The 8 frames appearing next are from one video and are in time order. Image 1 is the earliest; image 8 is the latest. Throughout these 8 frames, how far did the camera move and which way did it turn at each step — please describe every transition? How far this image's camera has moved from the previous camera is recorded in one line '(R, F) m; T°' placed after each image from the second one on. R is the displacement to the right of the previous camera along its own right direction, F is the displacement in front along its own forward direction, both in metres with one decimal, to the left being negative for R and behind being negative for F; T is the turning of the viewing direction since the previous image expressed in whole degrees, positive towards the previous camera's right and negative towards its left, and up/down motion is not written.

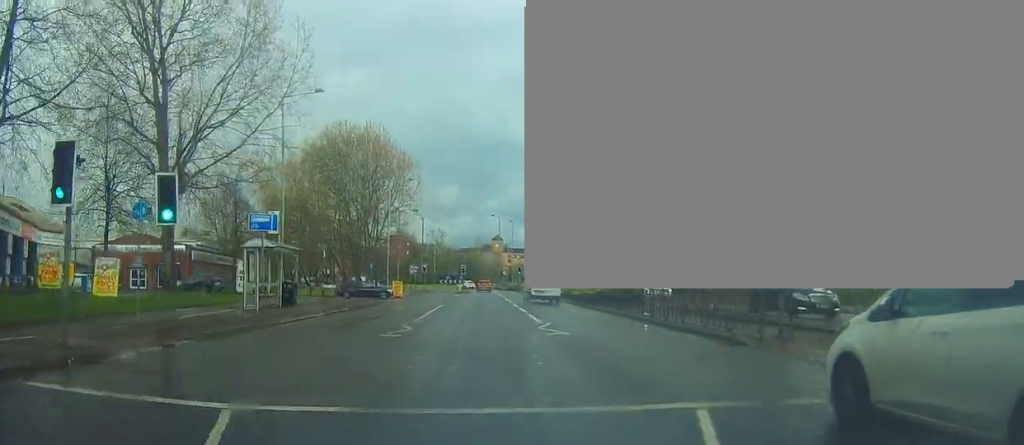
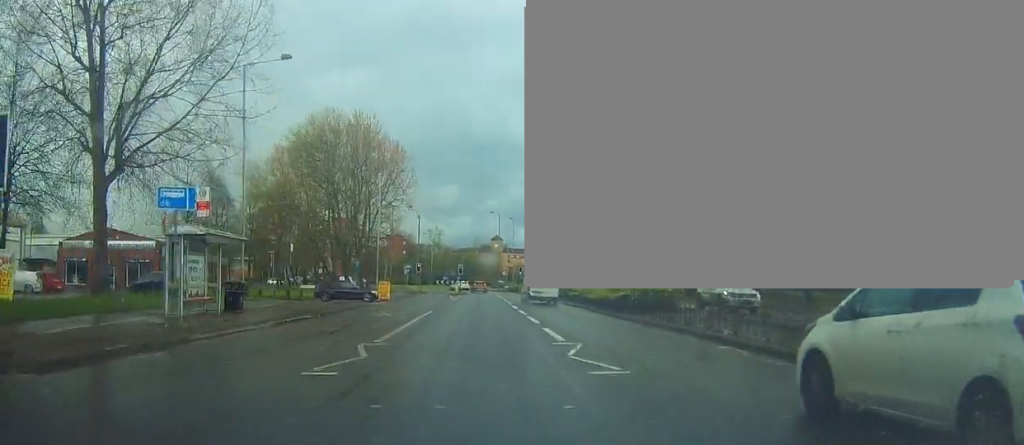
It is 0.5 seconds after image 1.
(0.0, +6.7) m; +1°
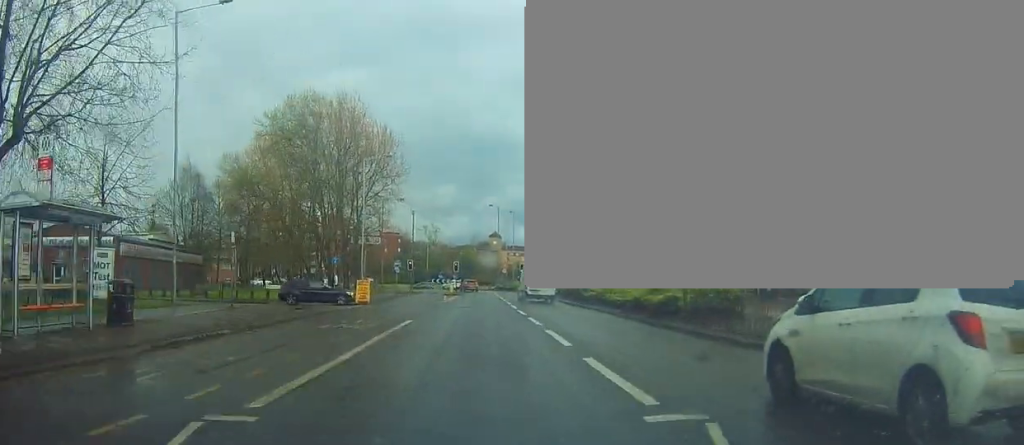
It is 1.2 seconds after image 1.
(-0.1, +7.9) m; +1°
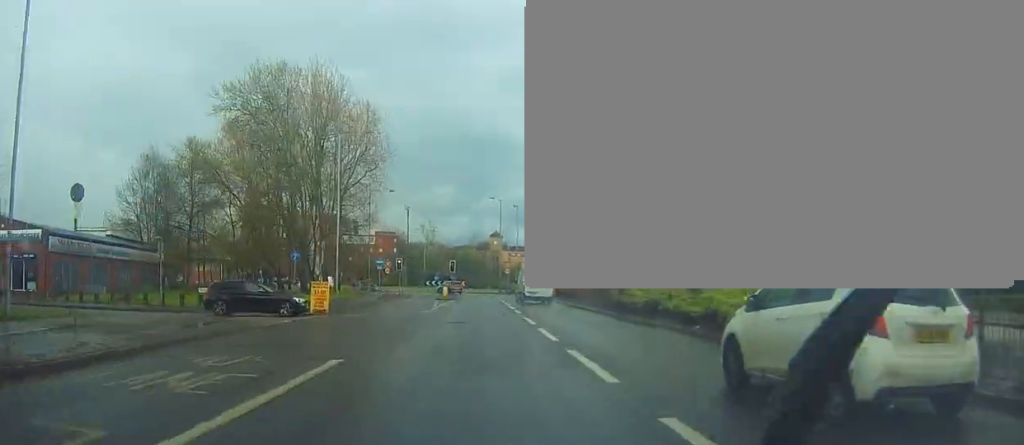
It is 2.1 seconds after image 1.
(+0.3, +11.0) m; 0°
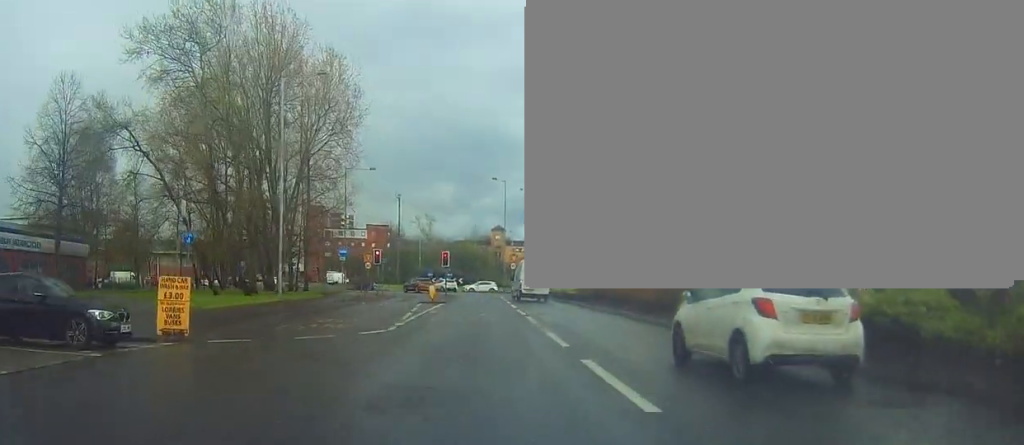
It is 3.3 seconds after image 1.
(-0.3, +14.9) m; -2°
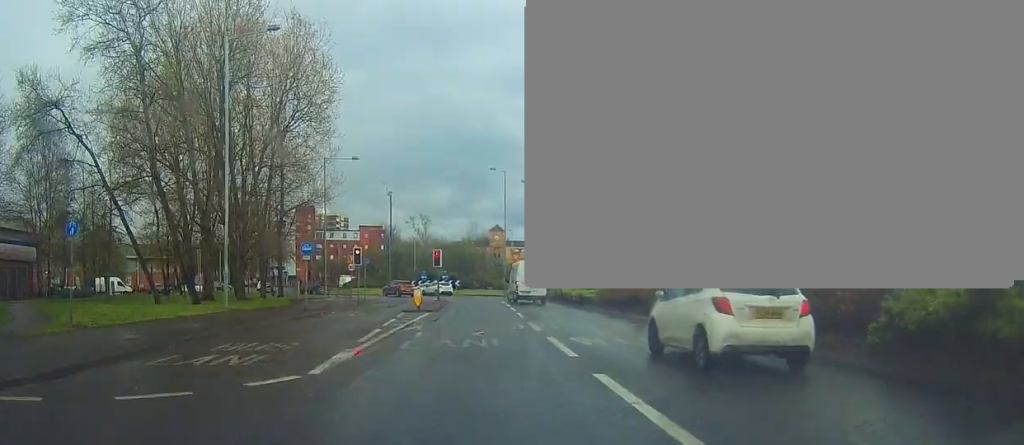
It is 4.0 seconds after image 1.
(0.0, +7.9) m; -1°
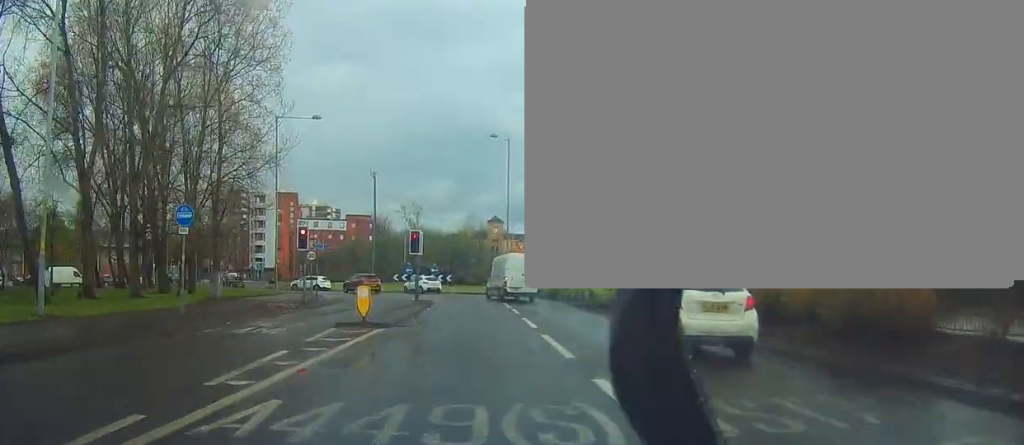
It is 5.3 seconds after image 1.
(-0.3, +13.7) m; 0°
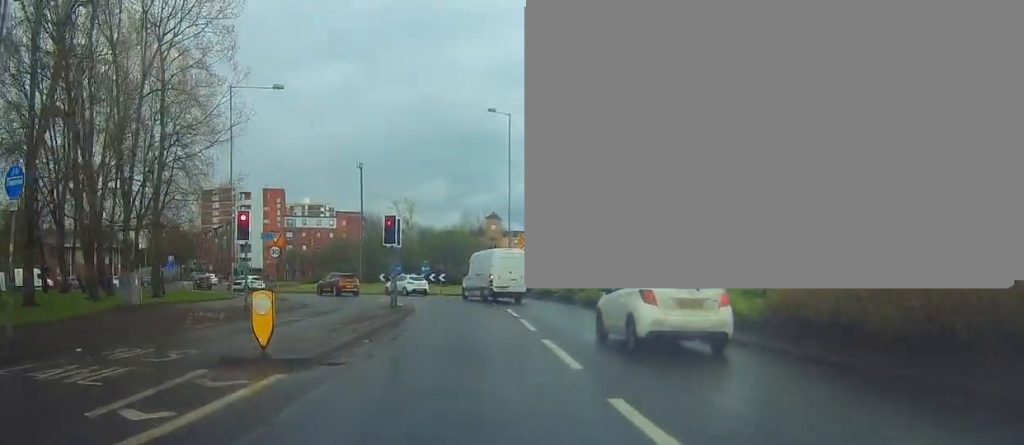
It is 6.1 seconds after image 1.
(+0.2, +8.3) m; +3°
